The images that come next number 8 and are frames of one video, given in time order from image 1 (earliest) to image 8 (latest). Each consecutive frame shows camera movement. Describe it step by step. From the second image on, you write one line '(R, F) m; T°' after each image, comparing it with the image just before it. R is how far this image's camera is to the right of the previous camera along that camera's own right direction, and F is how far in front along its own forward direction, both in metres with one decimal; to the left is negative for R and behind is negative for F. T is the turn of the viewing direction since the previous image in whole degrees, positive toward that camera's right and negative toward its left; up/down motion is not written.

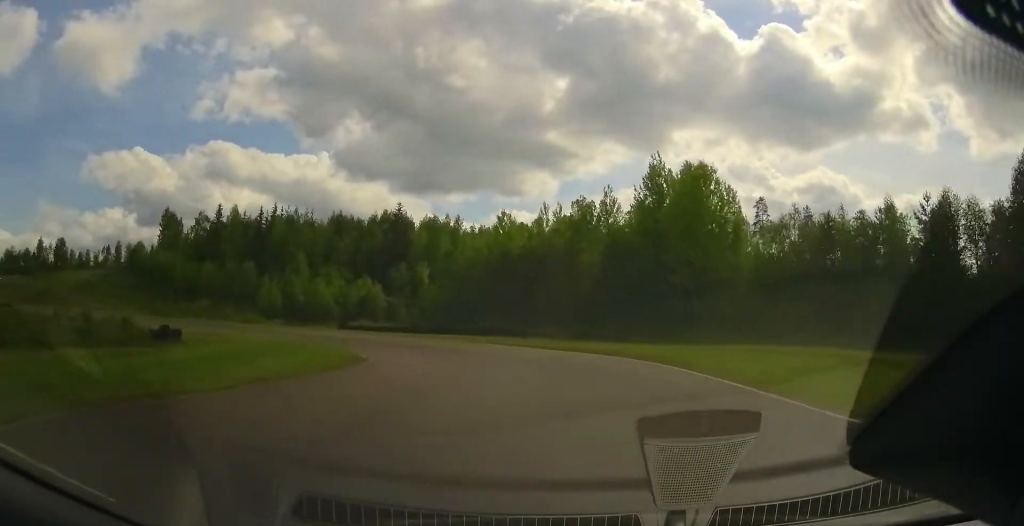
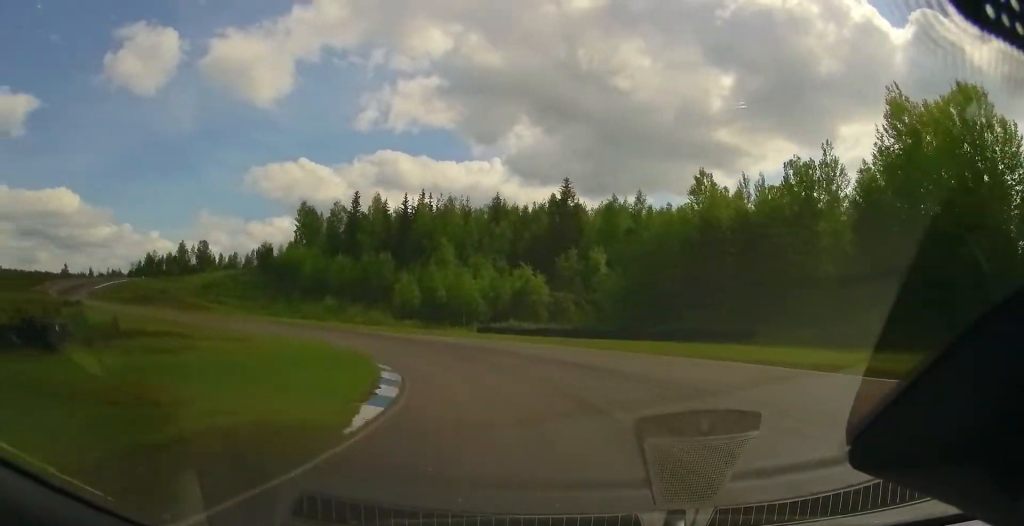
(-5.1, +21.7) m; -15°
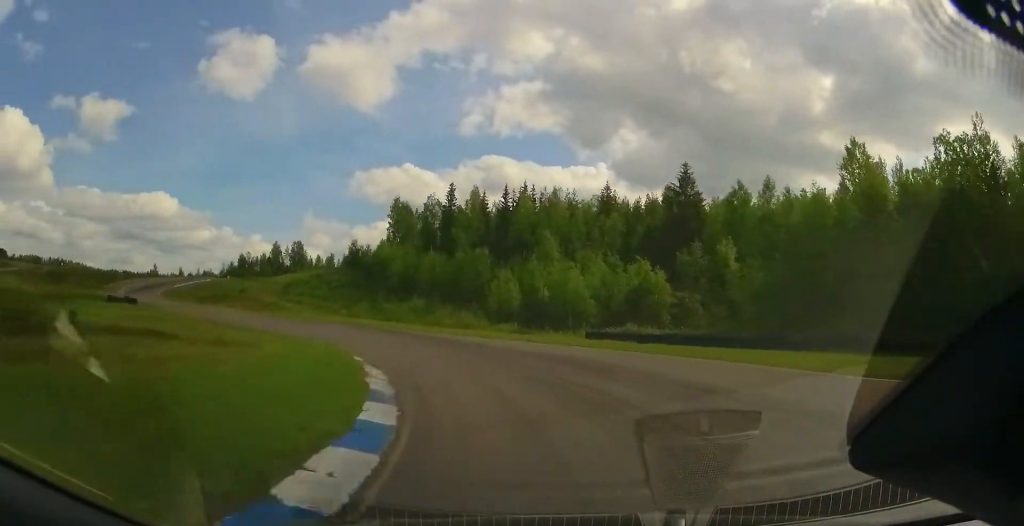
(-0.3, +11.8) m; -9°
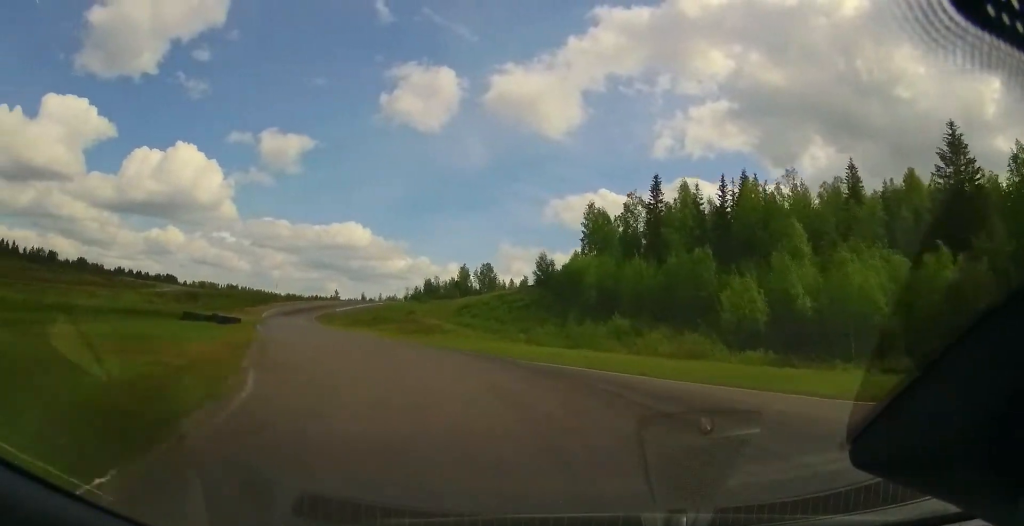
(-3.3, +22.3) m; -21°
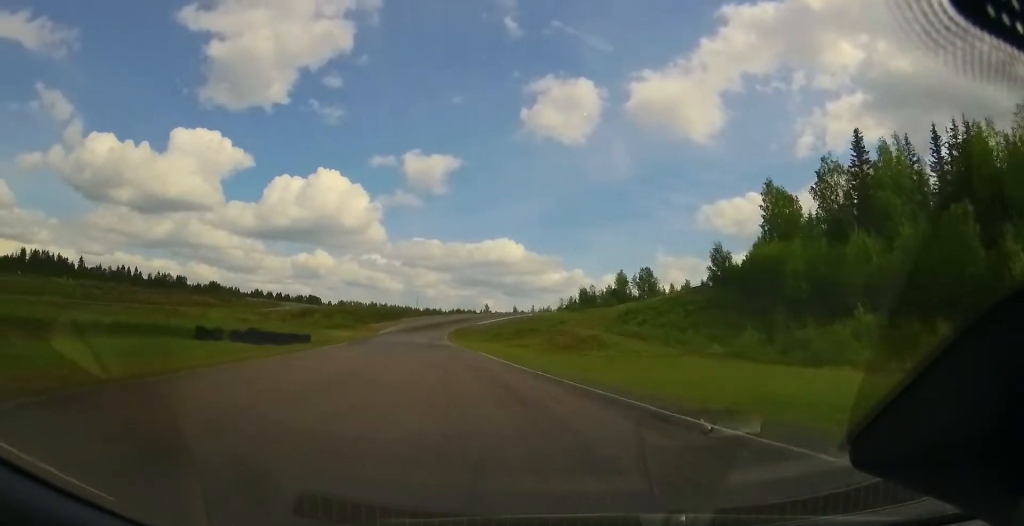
(-4.2, +21.8) m; -16°
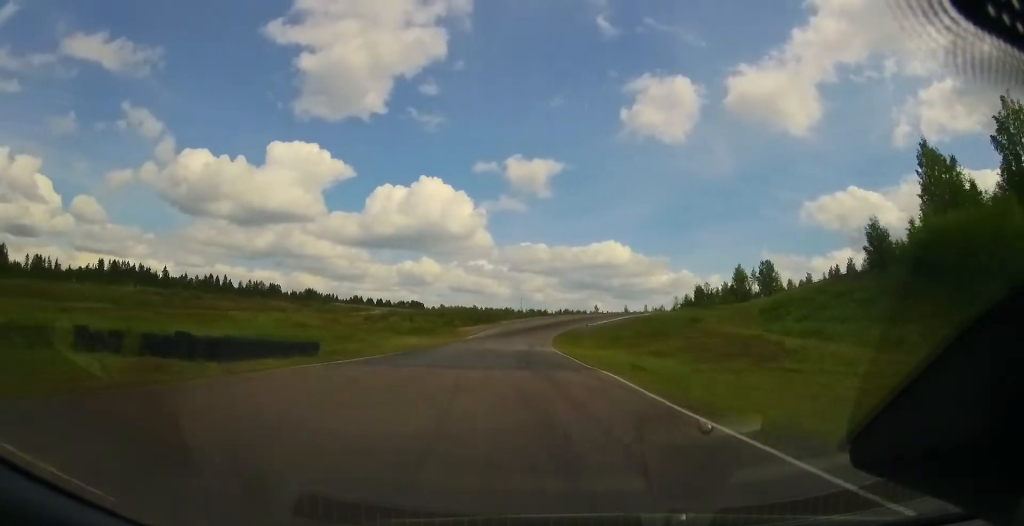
(-1.8, +20.4) m; -7°
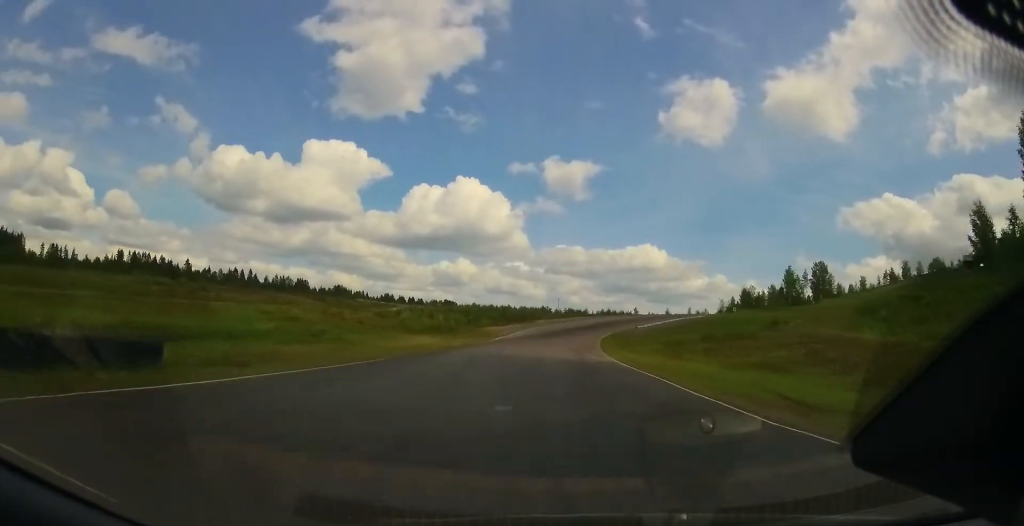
(-0.3, +16.9) m; -3°
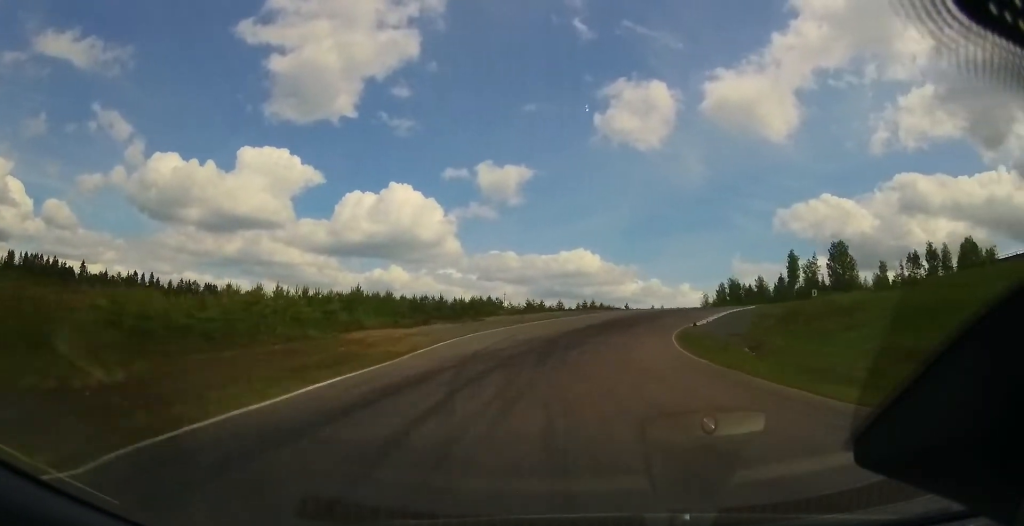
(-1.2, +54.4) m; +4°
